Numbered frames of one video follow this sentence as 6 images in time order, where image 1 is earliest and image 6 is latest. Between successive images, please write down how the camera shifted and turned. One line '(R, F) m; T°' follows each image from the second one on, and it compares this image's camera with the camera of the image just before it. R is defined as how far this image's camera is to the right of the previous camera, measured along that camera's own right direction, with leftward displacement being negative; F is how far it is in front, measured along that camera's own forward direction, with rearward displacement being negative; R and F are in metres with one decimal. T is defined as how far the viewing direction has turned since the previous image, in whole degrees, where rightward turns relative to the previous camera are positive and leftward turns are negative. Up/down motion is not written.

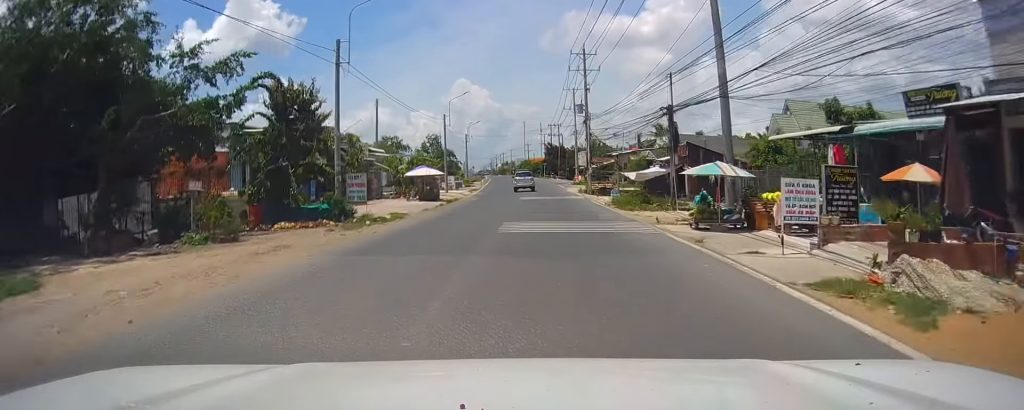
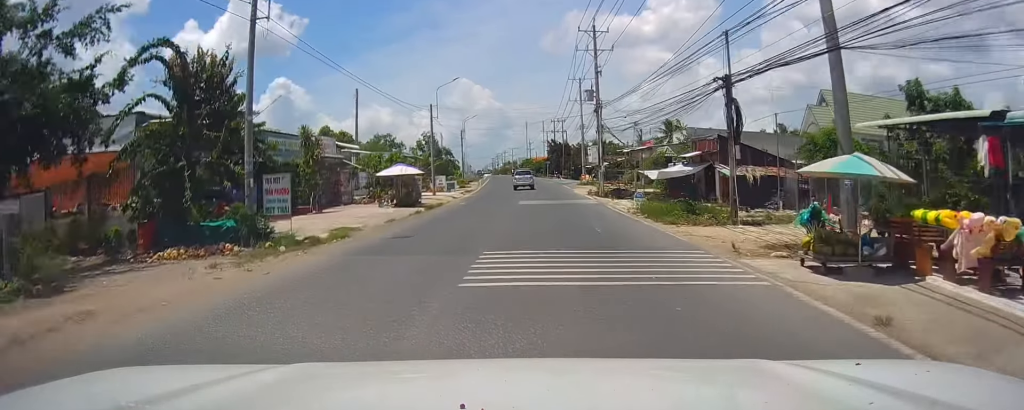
(0.0, +8.2) m; +1°
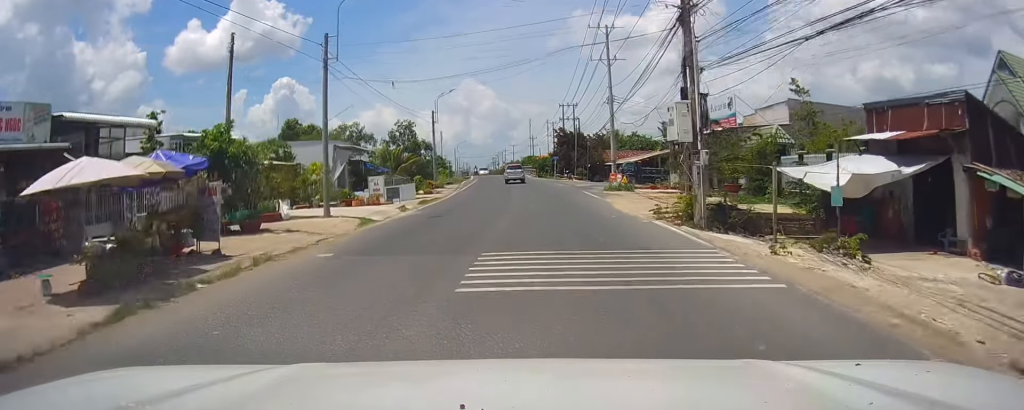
(+0.7, +25.4) m; -1°
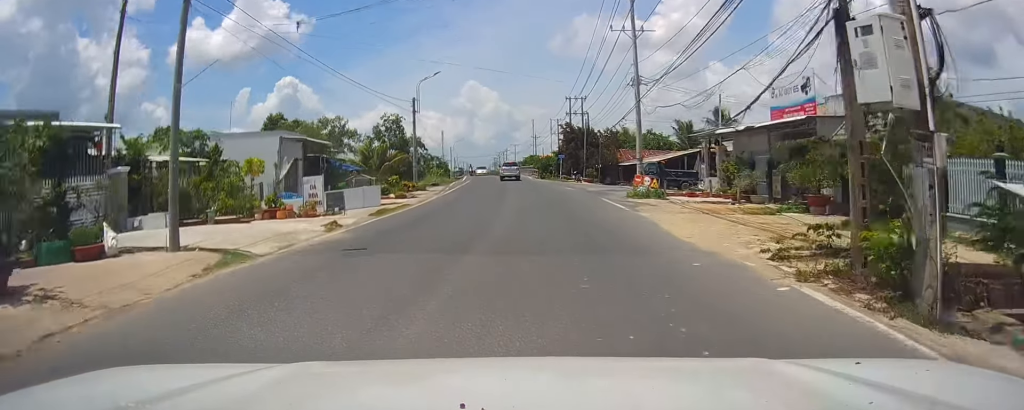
(-0.7, +10.9) m; -1°
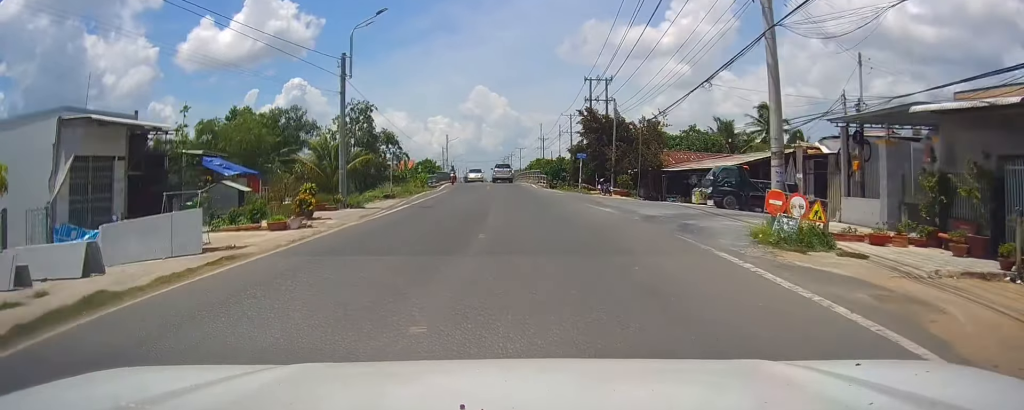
(+0.3, +20.9) m; +1°
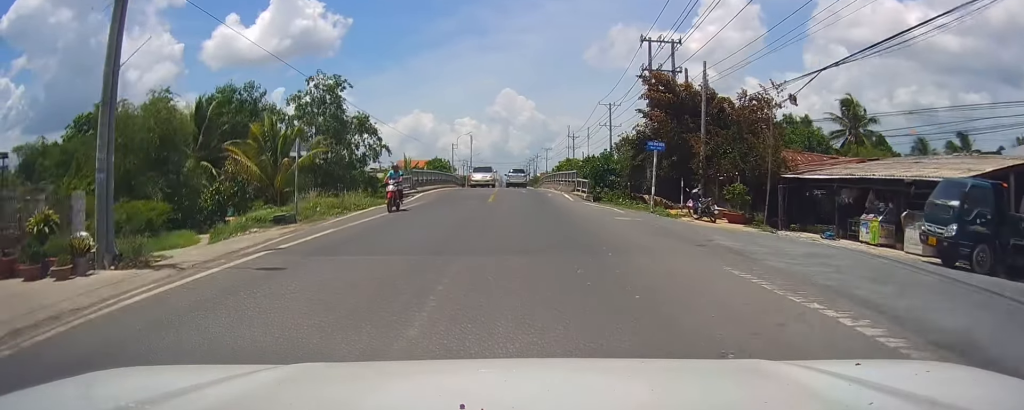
(+0.2, +19.6) m; 0°
